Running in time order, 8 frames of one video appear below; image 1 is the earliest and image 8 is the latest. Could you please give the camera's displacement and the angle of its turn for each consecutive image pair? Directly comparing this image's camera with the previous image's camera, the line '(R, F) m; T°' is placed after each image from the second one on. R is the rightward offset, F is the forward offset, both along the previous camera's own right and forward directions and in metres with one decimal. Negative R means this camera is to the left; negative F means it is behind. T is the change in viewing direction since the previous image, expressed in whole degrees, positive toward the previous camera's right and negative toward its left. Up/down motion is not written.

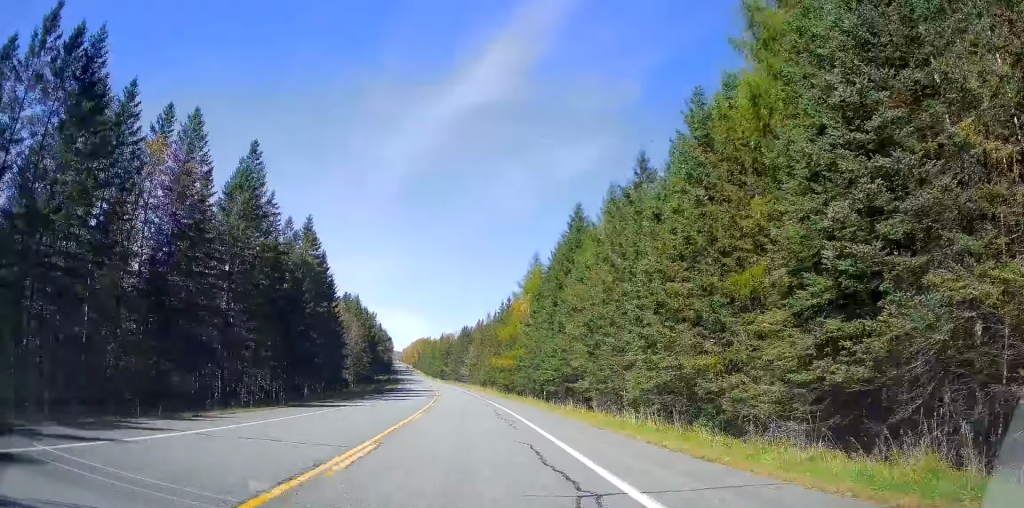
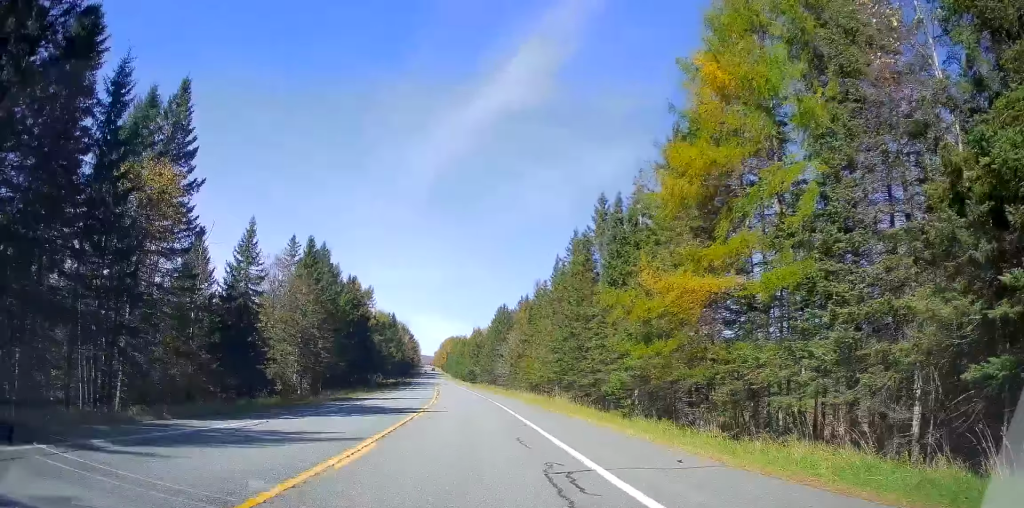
(-1.0, +49.4) m; -2°
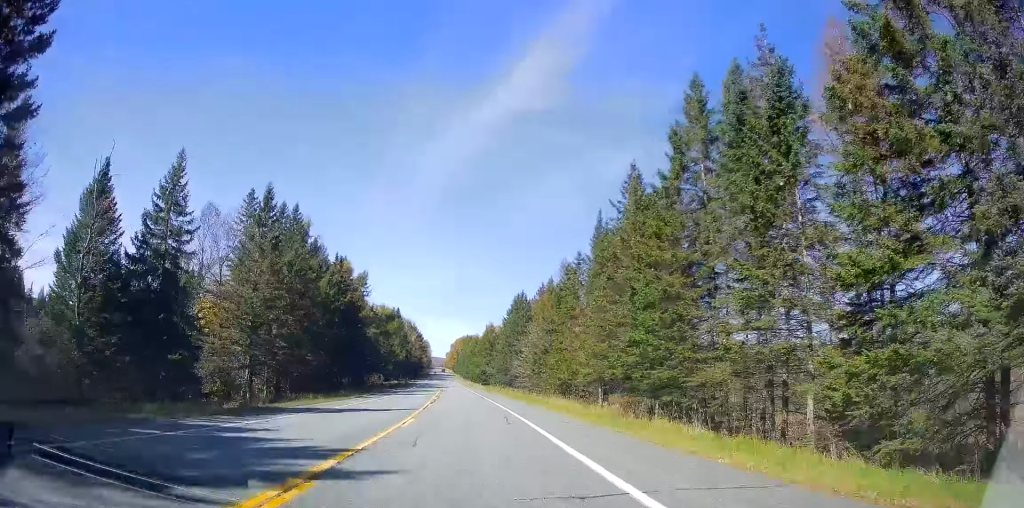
(+0.2, +16.9) m; -1°
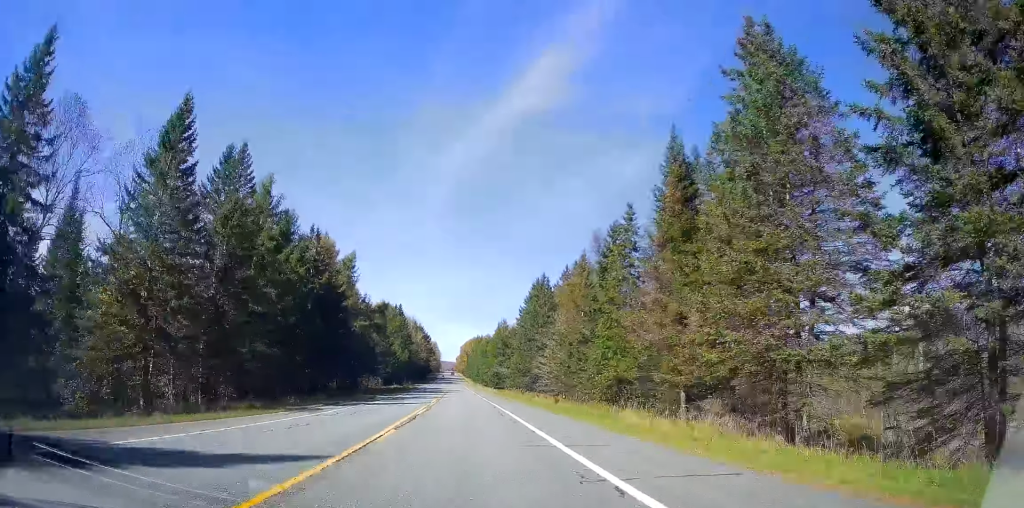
(-0.3, +16.8) m; -1°
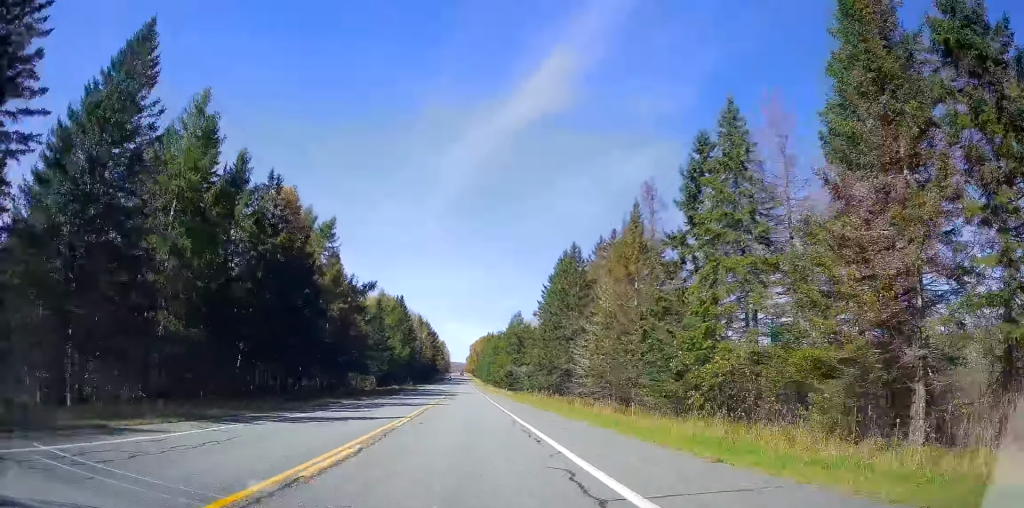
(-0.4, +16.7) m; -1°
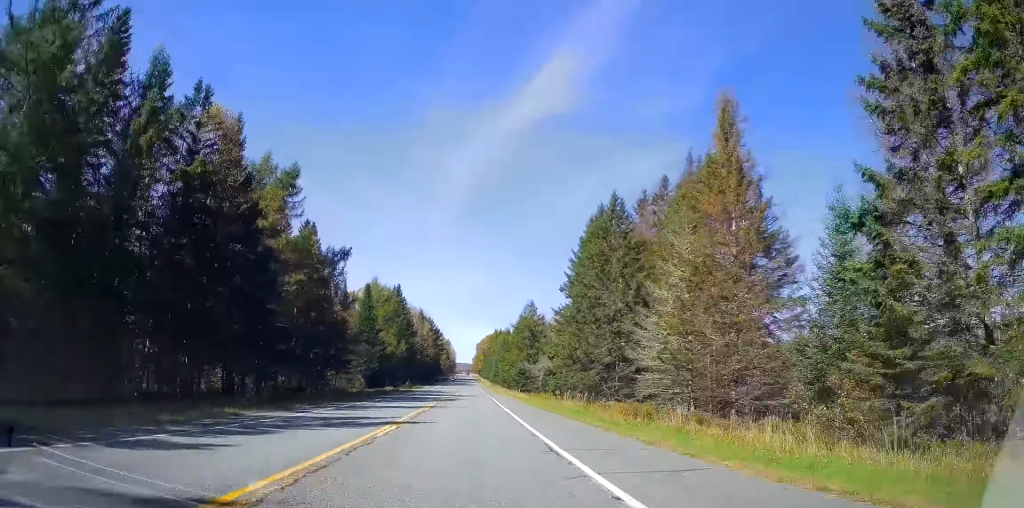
(-0.1, +15.7) m; 0°
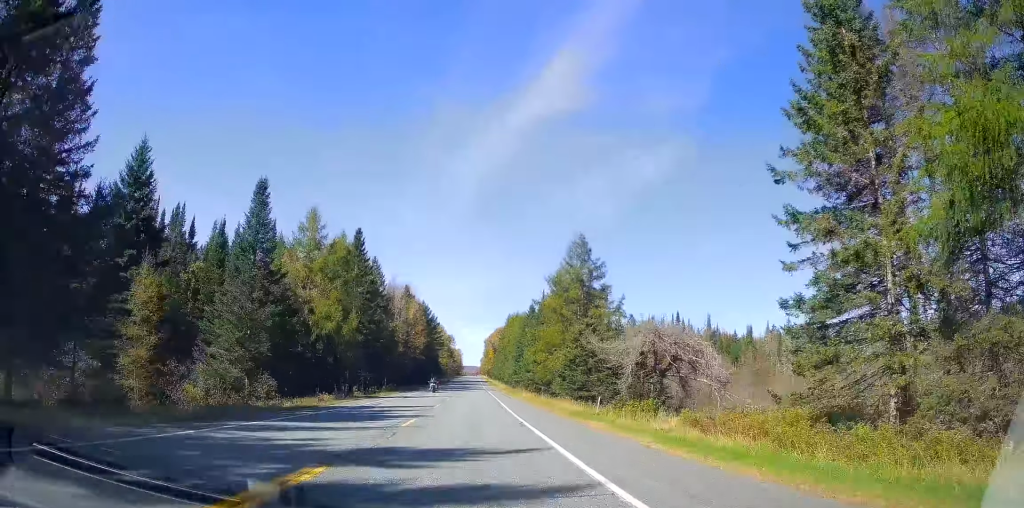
(0.0, +47.0) m; 0°
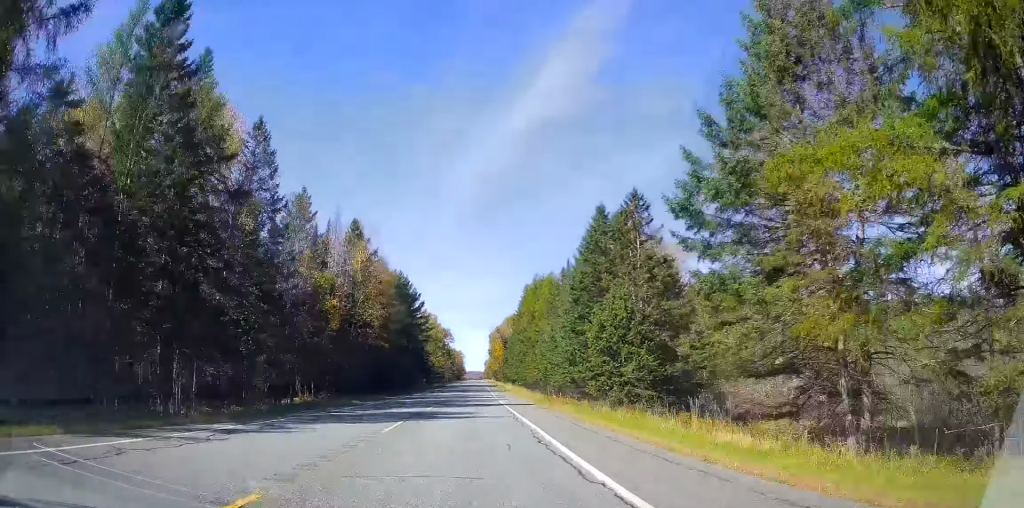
(-0.6, +50.3) m; -1°
